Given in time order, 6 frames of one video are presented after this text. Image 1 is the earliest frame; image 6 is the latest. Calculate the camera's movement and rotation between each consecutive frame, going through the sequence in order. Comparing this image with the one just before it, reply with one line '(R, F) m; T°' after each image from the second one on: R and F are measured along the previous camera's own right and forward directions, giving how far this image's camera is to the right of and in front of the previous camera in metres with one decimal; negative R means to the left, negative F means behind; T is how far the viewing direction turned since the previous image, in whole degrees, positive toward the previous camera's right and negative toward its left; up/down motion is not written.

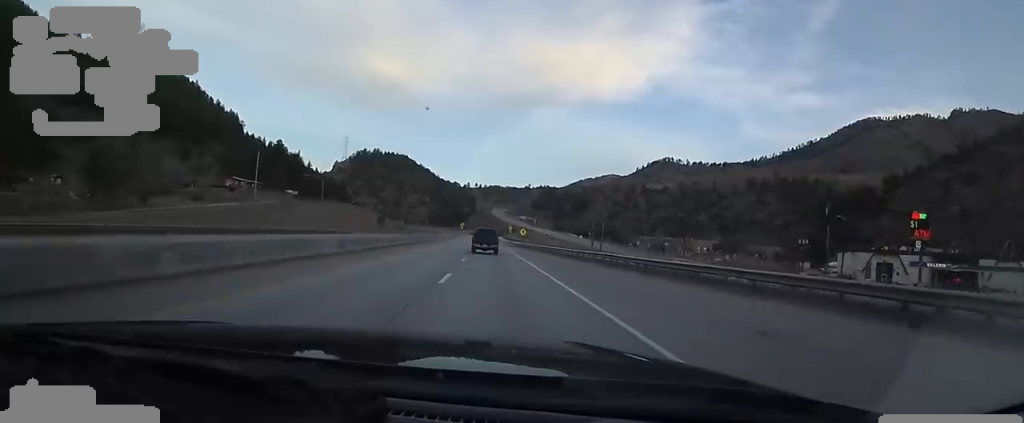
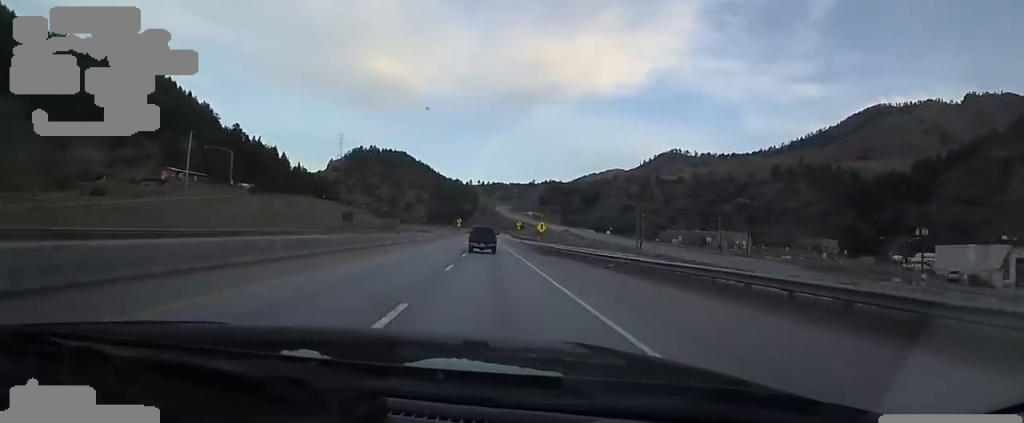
(+0.1, +31.5) m; -3°
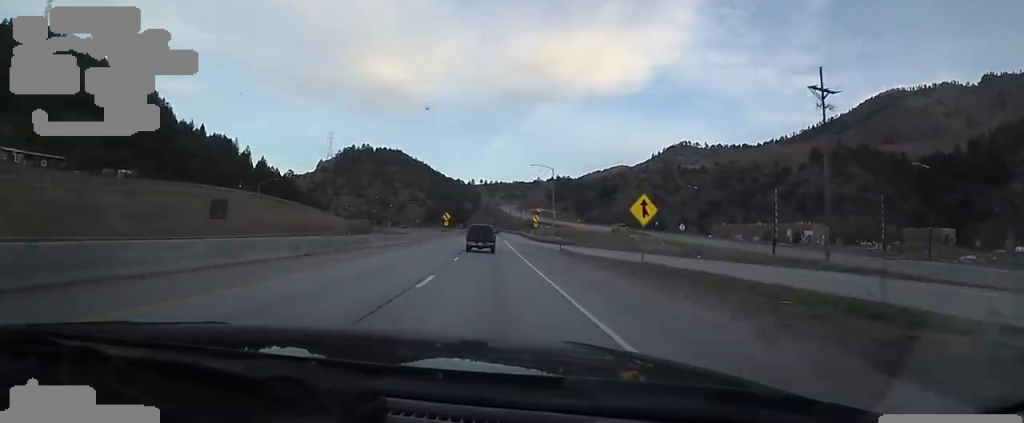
(-0.8, +45.9) m; 0°
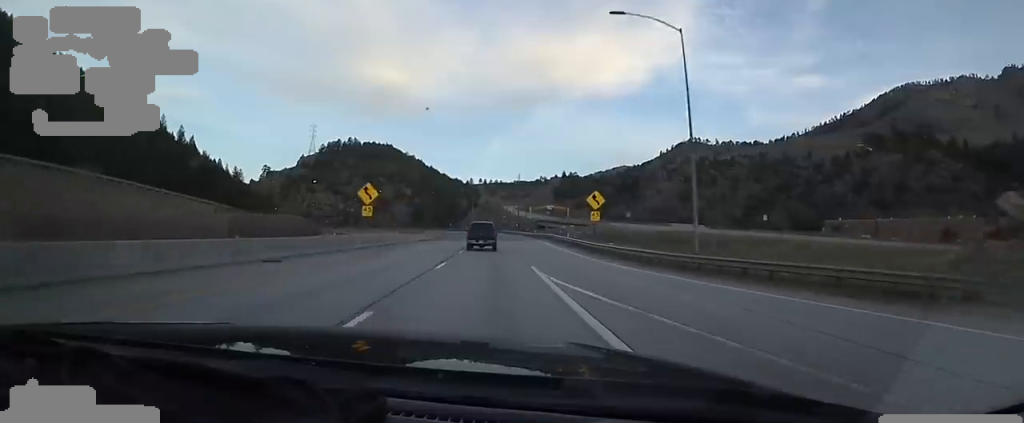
(-0.1, +55.2) m; 0°
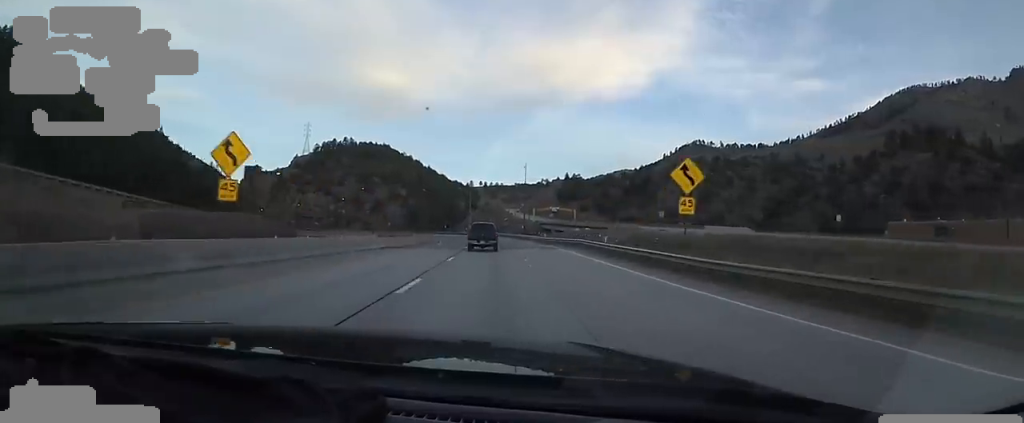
(+0.1, +18.7) m; -1°
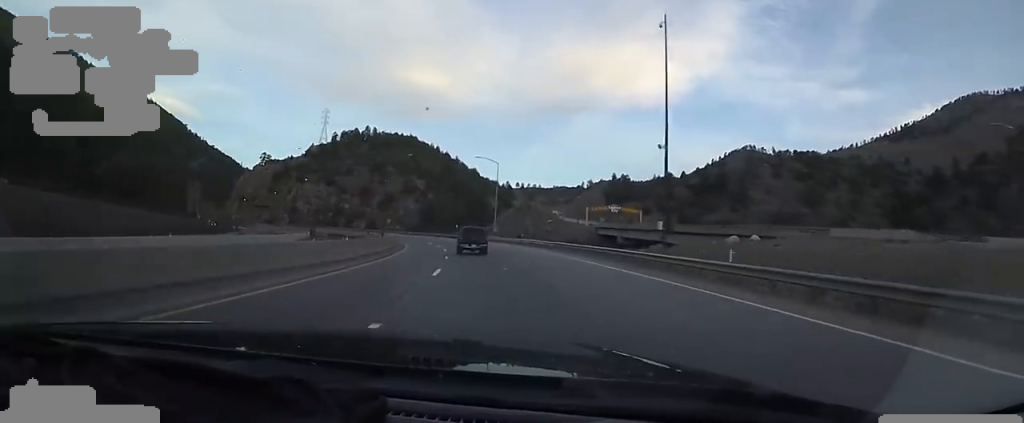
(-1.7, +56.3) m; -4°
